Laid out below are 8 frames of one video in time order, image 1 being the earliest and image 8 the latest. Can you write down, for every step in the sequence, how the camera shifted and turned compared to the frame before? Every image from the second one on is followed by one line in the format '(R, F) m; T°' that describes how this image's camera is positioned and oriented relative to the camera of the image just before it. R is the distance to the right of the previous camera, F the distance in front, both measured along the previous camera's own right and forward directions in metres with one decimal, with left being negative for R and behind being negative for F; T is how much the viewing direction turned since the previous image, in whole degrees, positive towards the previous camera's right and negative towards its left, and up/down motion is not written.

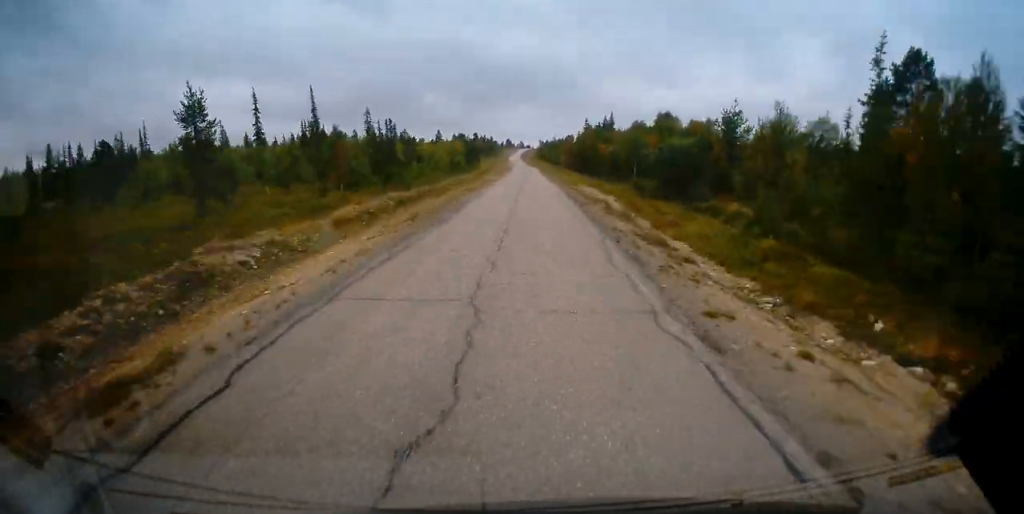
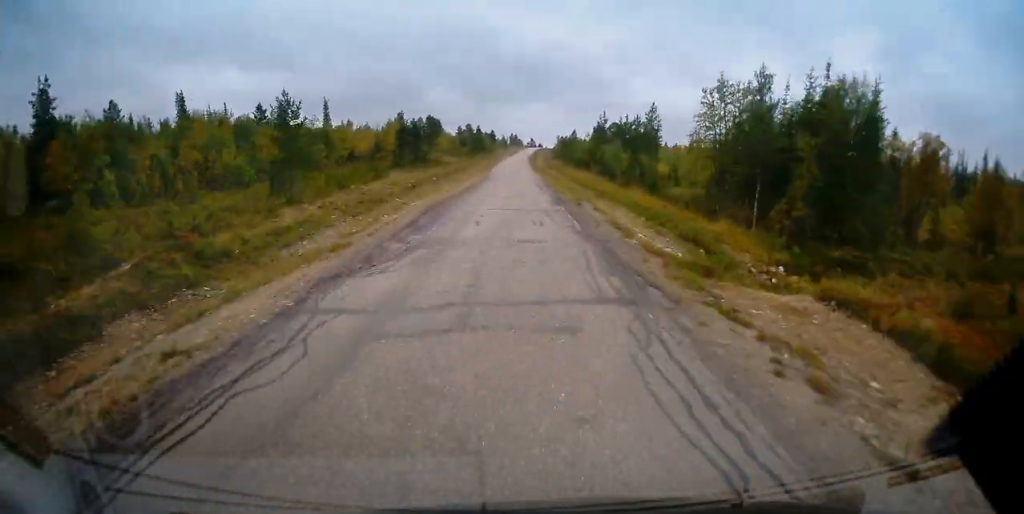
(-1.5, +123.7) m; -1°
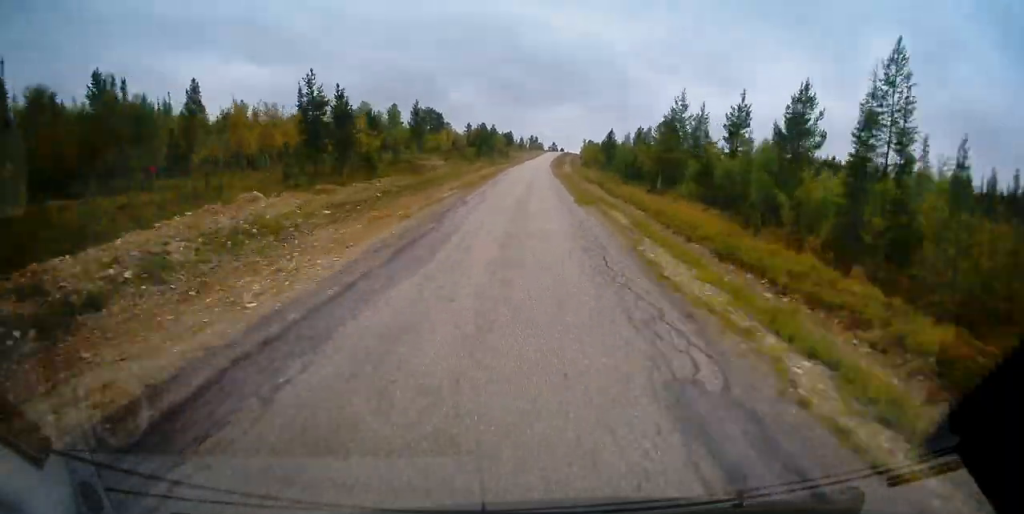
(-0.2, +39.3) m; 0°
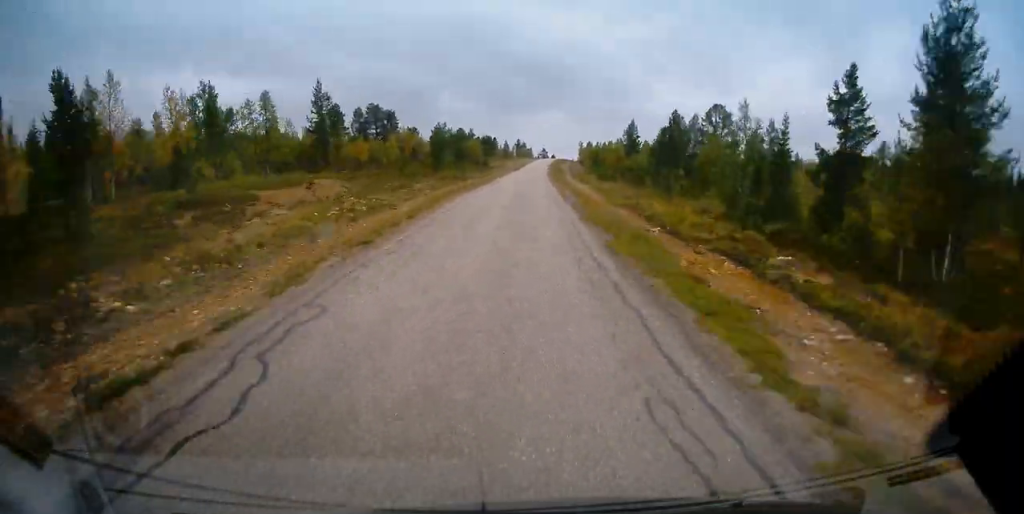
(-0.1, +43.8) m; 0°
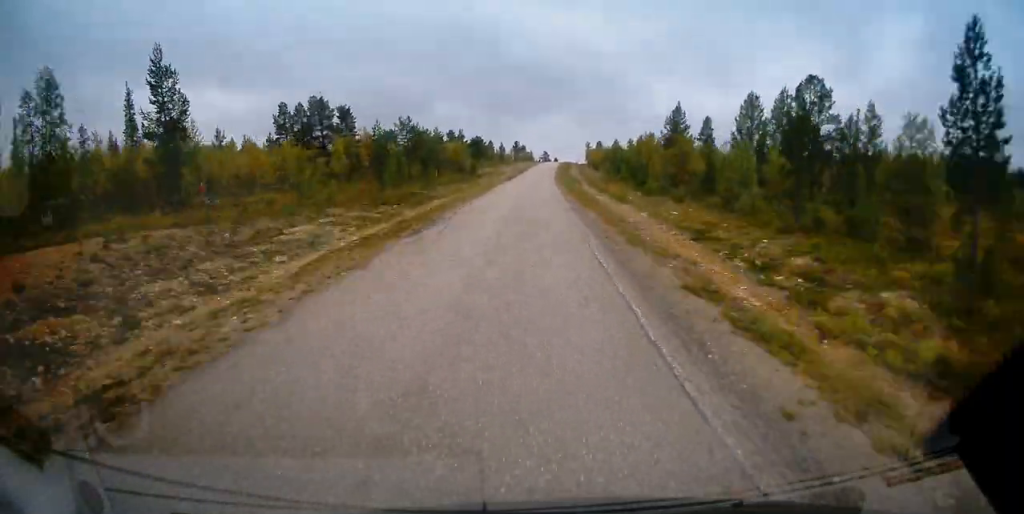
(0.0, +29.9) m; +1°
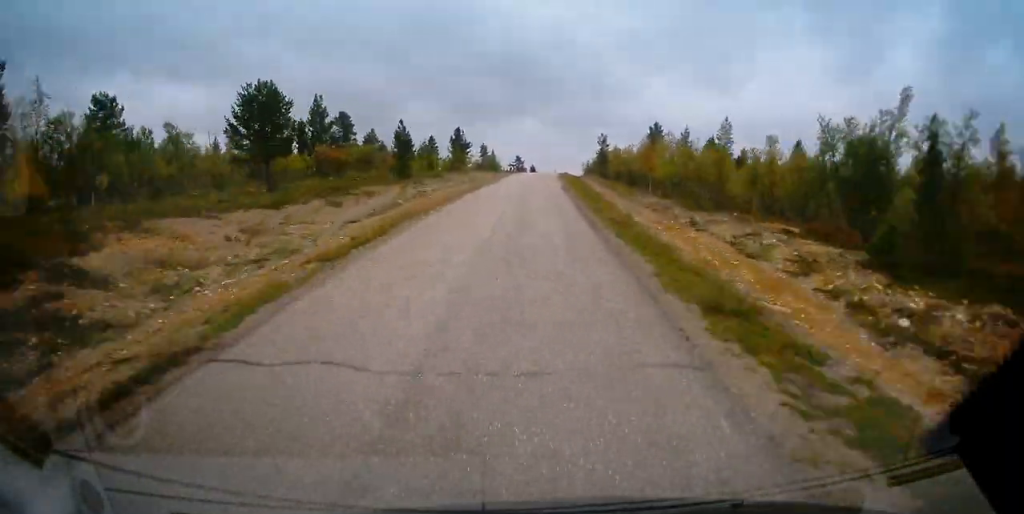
(+2.2, +103.2) m; +3°
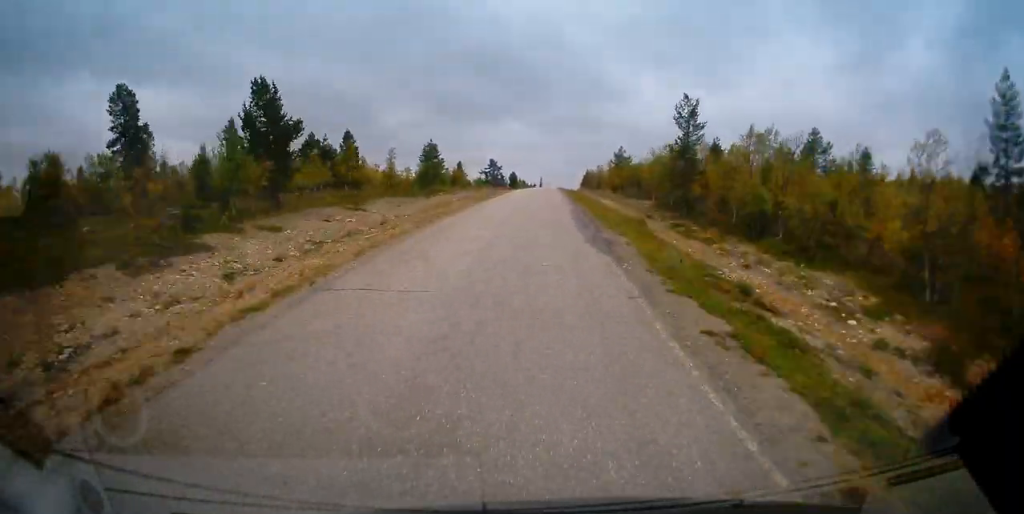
(+0.8, +67.1) m; +1°
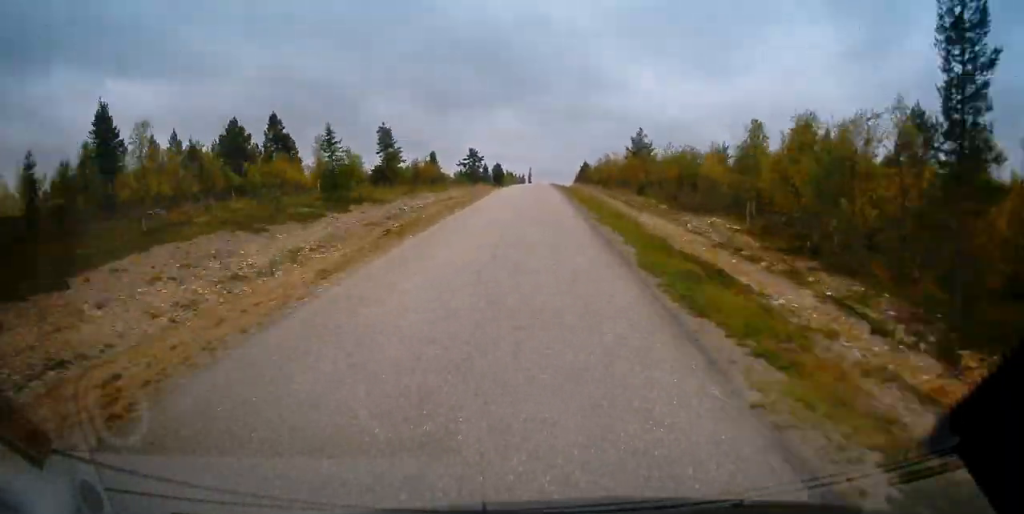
(+0.3, +27.9) m; 0°
